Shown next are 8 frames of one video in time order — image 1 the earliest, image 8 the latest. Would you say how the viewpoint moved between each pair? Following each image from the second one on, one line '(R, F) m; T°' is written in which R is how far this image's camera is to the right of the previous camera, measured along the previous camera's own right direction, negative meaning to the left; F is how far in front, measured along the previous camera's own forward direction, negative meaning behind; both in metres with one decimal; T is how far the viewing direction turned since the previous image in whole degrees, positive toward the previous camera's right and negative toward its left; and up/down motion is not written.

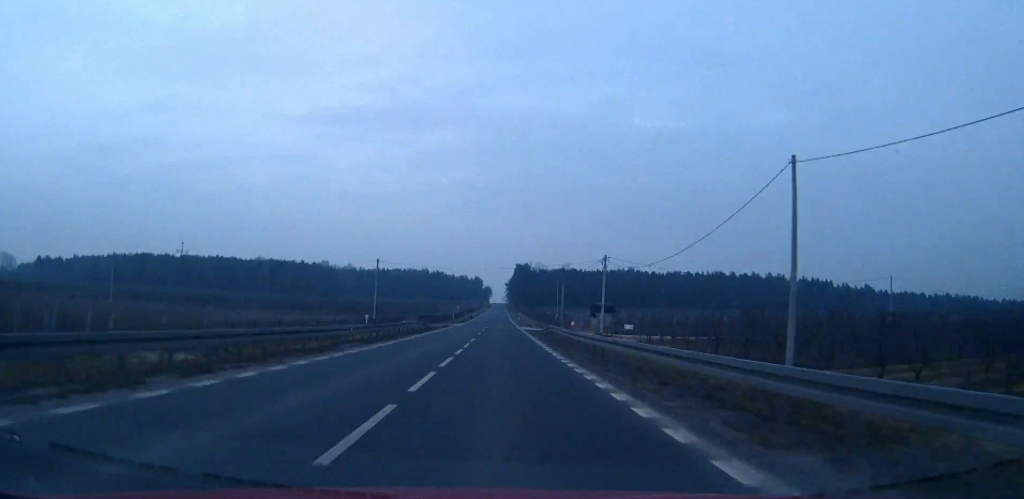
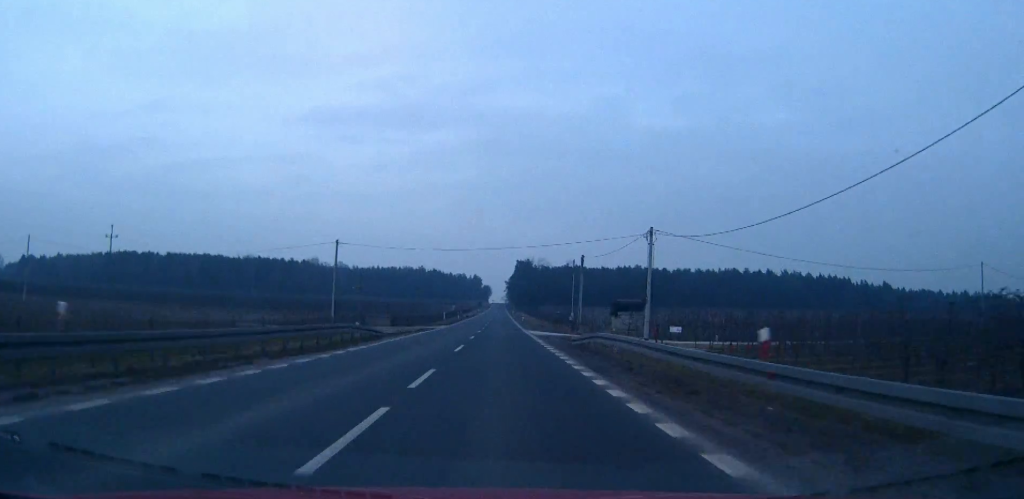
(0.0, +24.1) m; 0°
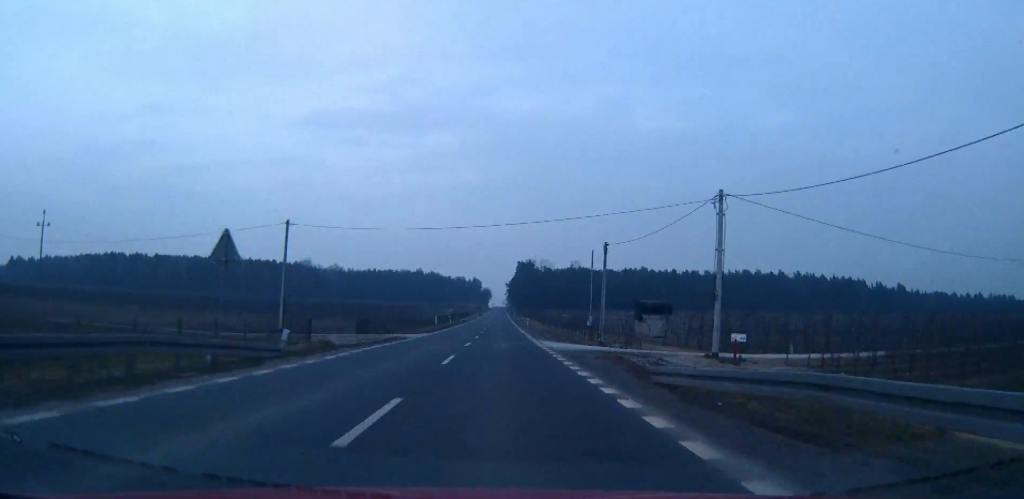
(0.0, +17.4) m; 0°
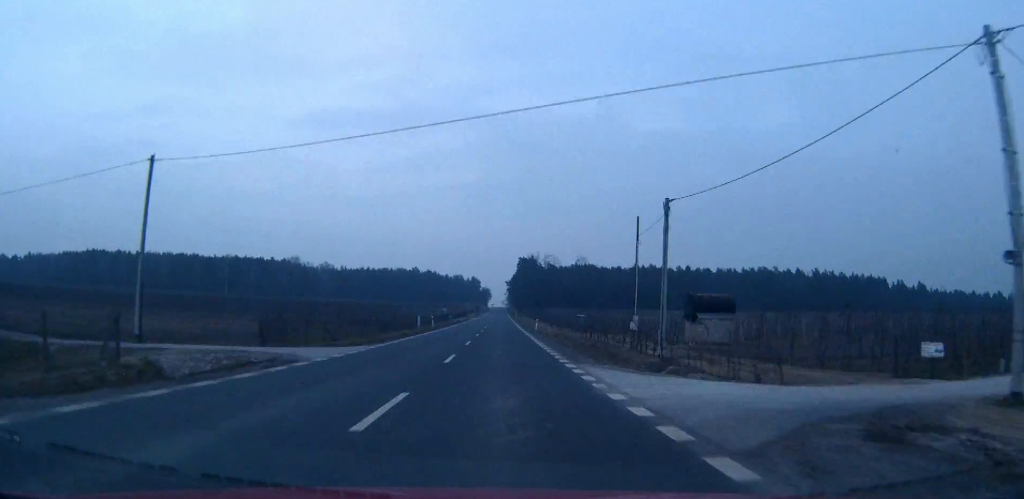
(0.0, +23.2) m; 0°
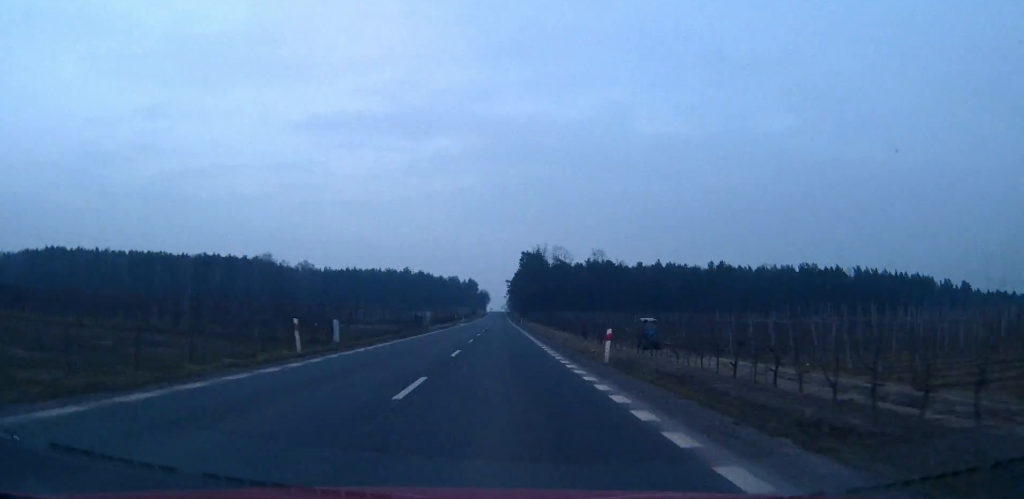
(0.0, +44.9) m; 0°
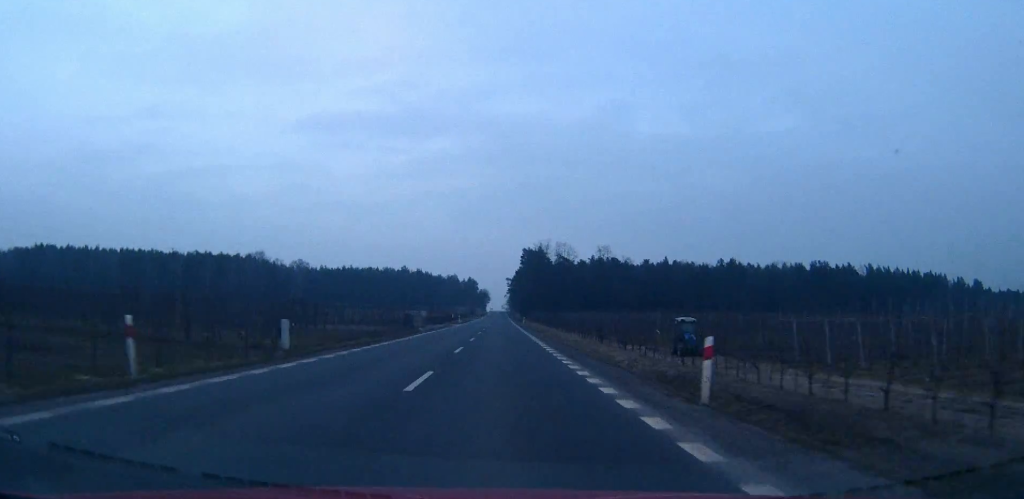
(0.0, +10.9) m; 0°
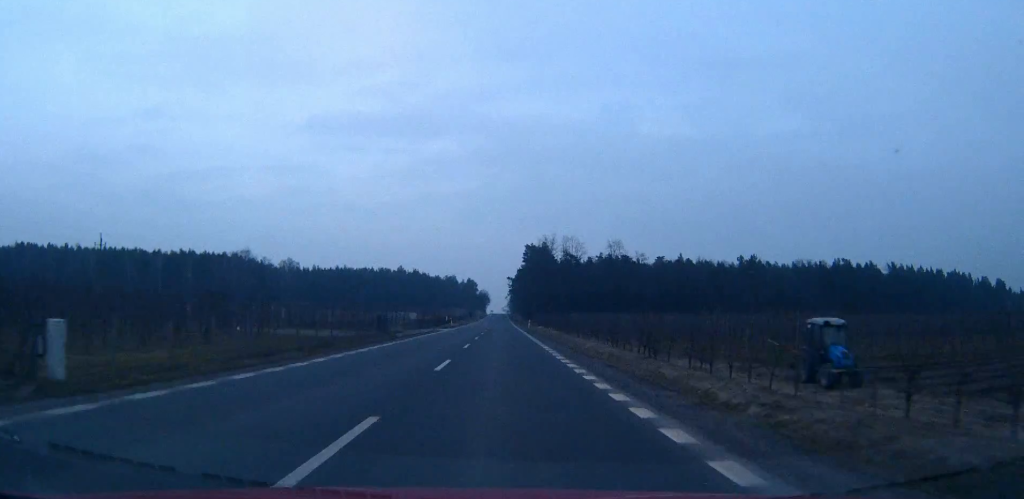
(0.0, +19.2) m; 0°
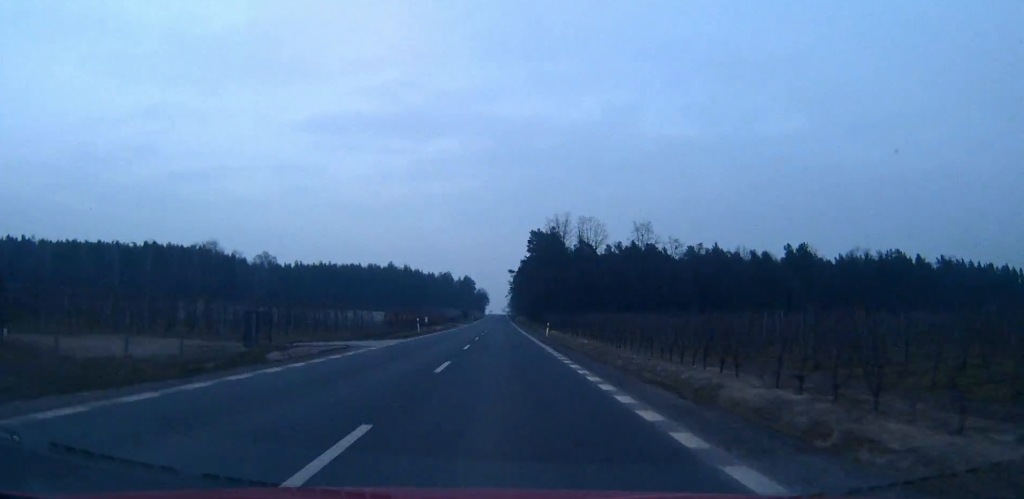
(+0.1, +36.8) m; 0°
